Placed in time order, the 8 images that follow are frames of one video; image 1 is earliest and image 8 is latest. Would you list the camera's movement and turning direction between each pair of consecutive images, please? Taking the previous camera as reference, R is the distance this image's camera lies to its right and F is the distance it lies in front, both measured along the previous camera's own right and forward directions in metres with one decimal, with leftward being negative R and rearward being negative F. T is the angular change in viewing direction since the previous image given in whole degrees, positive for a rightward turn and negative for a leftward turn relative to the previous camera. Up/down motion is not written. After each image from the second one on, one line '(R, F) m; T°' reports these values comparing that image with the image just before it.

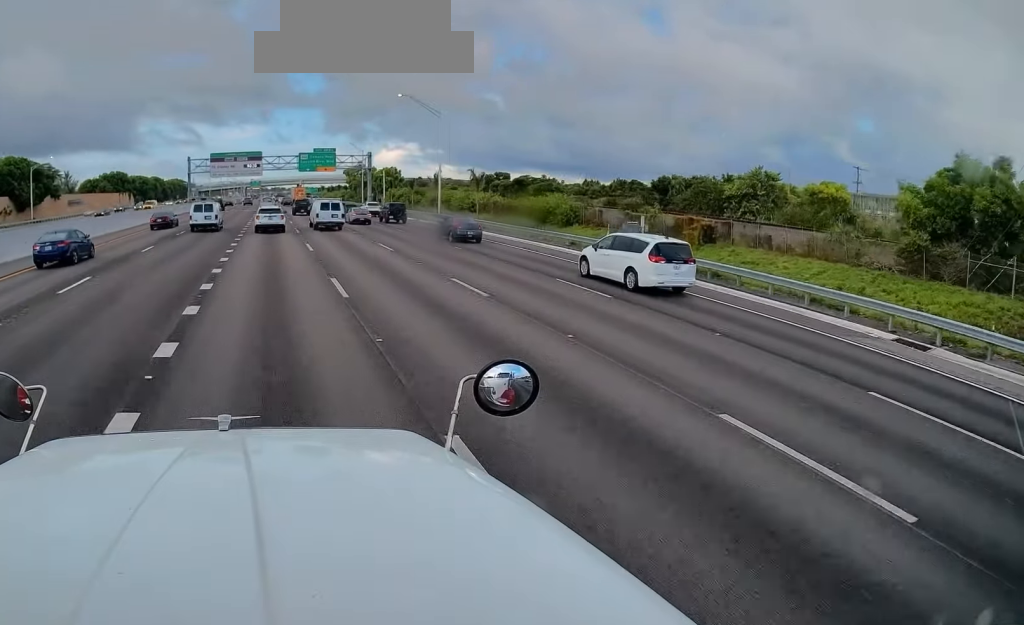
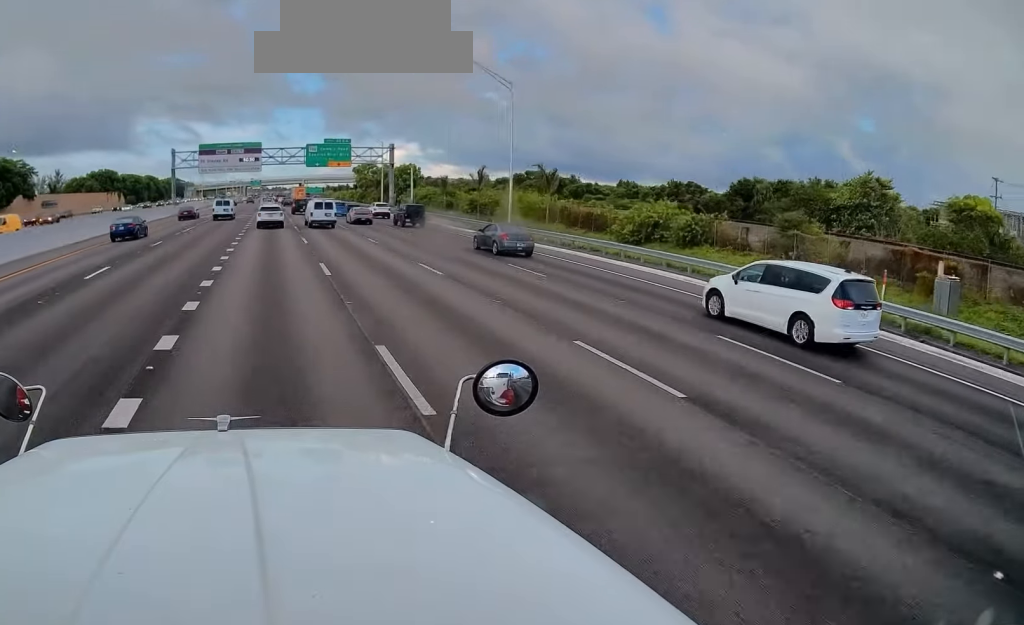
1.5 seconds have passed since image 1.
(0.0, +21.8) m; 0°
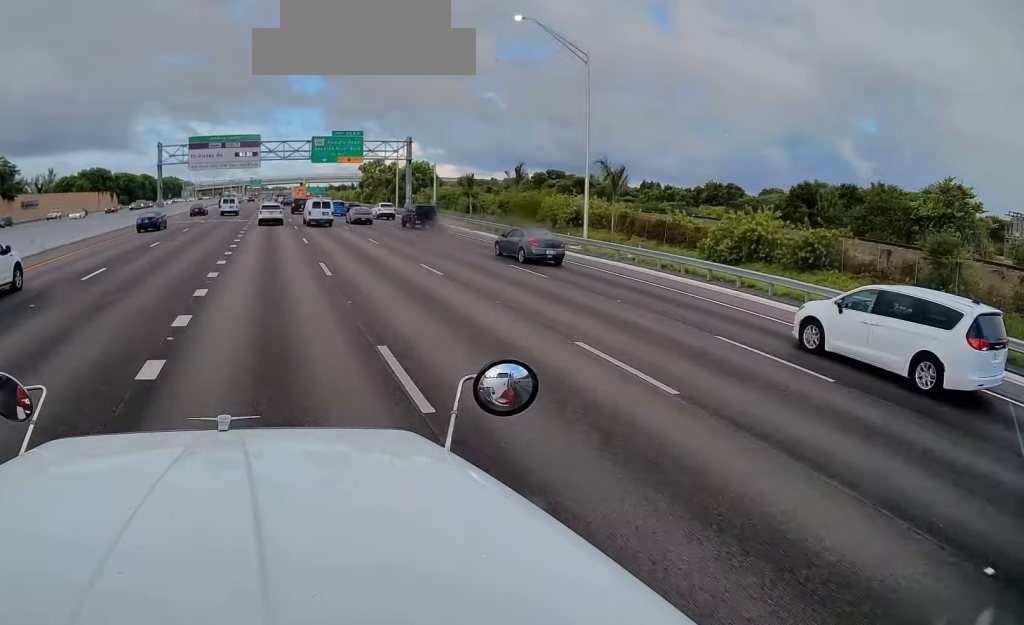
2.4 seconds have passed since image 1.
(0.0, +13.2) m; 0°
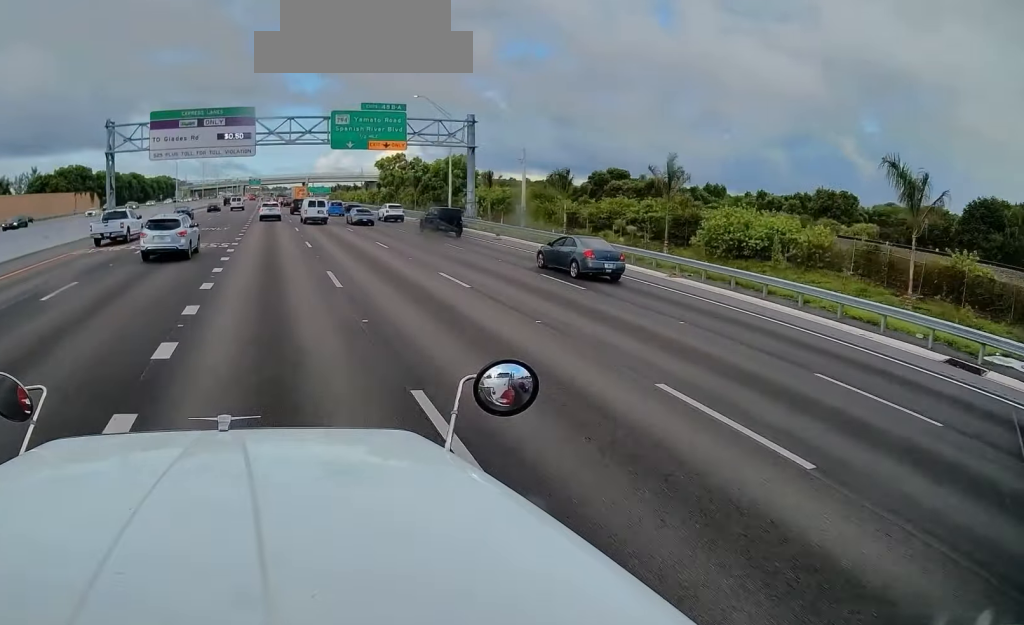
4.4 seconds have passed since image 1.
(0.0, +27.9) m; +2°
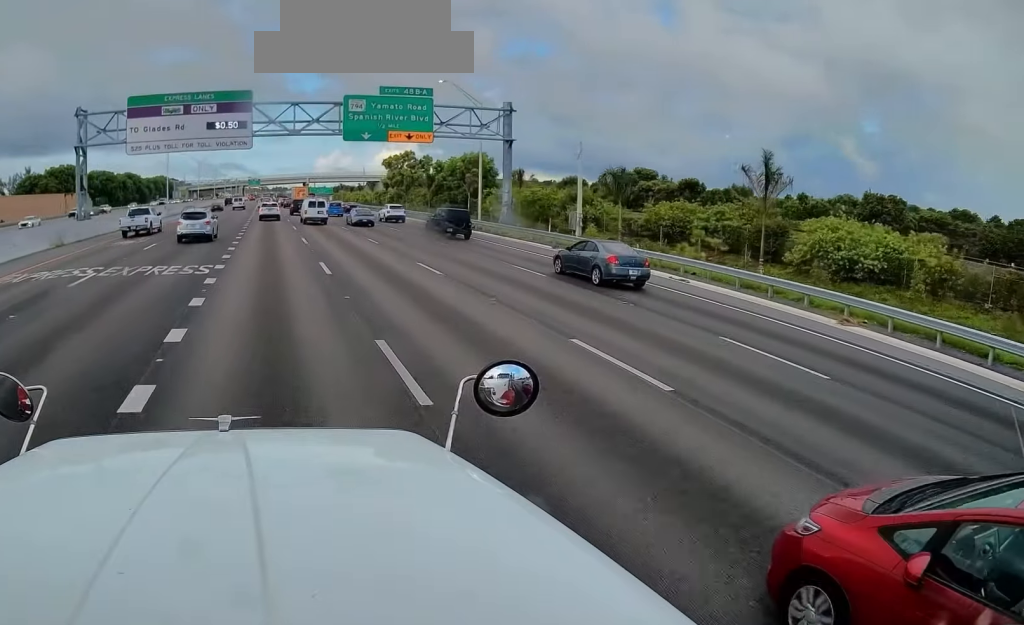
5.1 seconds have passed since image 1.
(+0.3, +10.0) m; 0°
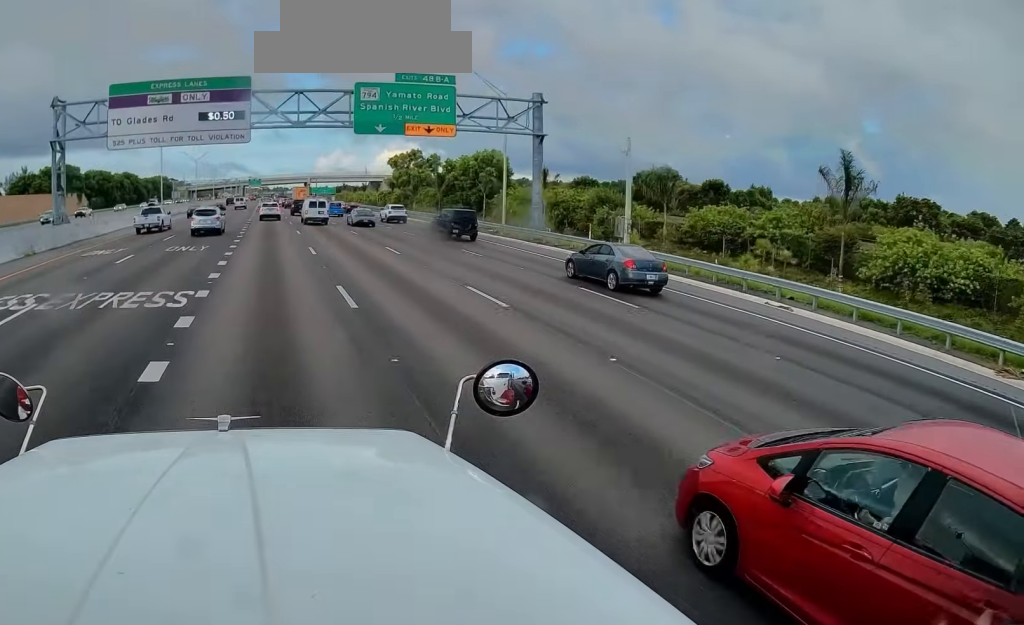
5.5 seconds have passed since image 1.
(0.0, +6.2) m; 0°
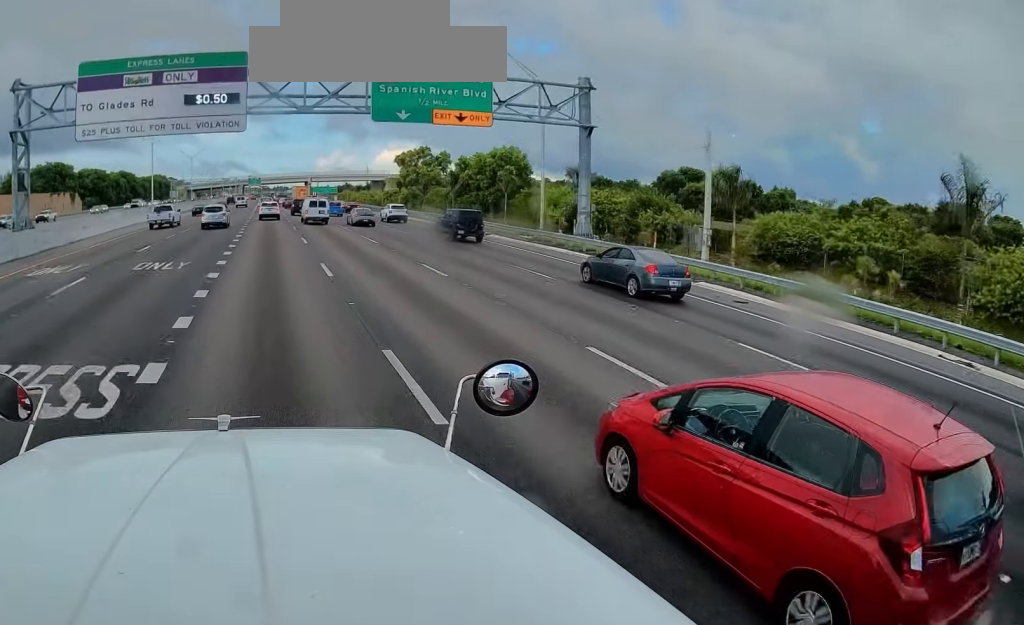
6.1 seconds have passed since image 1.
(-0.2, +7.6) m; -1°
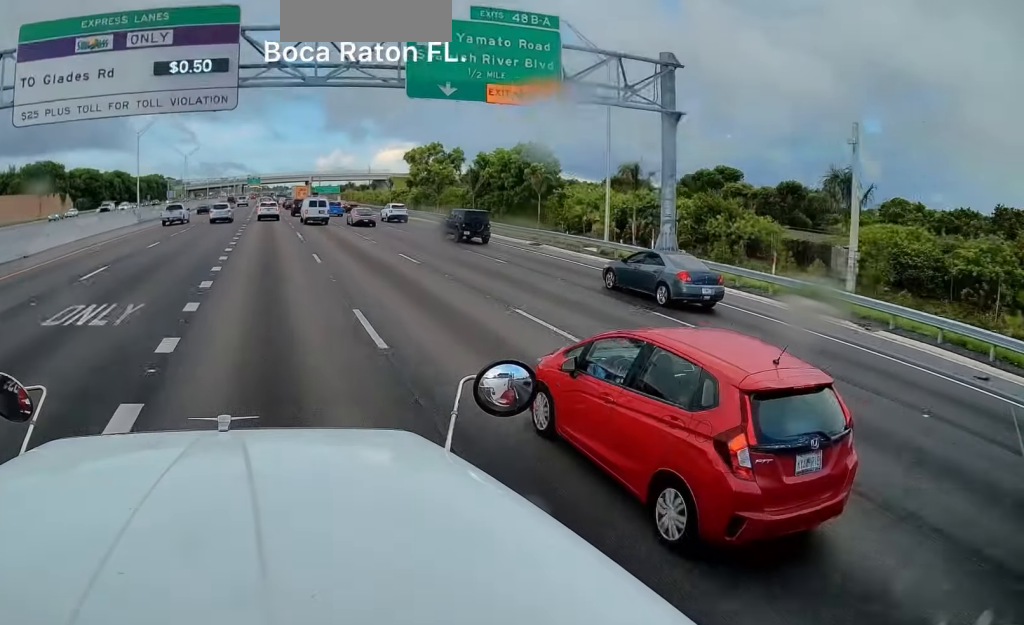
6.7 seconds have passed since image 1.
(-0.1, +9.2) m; 0°
